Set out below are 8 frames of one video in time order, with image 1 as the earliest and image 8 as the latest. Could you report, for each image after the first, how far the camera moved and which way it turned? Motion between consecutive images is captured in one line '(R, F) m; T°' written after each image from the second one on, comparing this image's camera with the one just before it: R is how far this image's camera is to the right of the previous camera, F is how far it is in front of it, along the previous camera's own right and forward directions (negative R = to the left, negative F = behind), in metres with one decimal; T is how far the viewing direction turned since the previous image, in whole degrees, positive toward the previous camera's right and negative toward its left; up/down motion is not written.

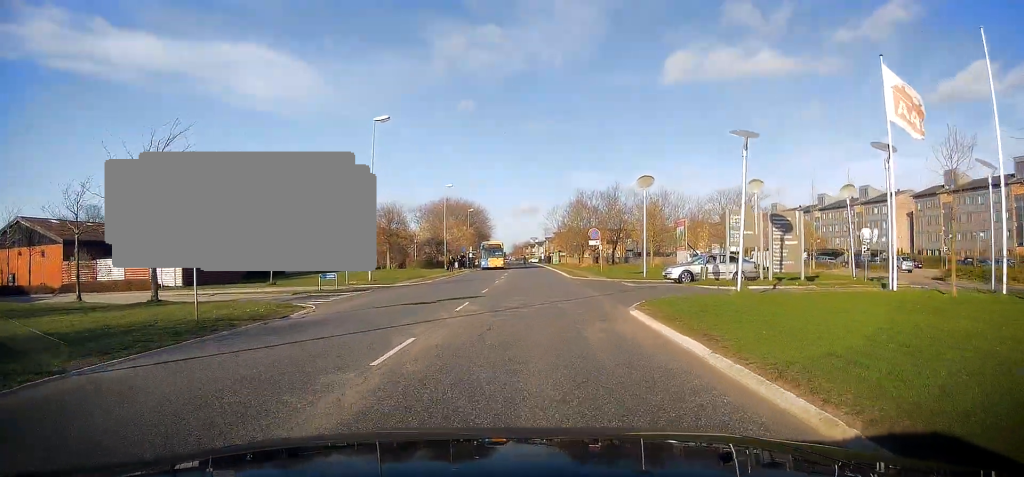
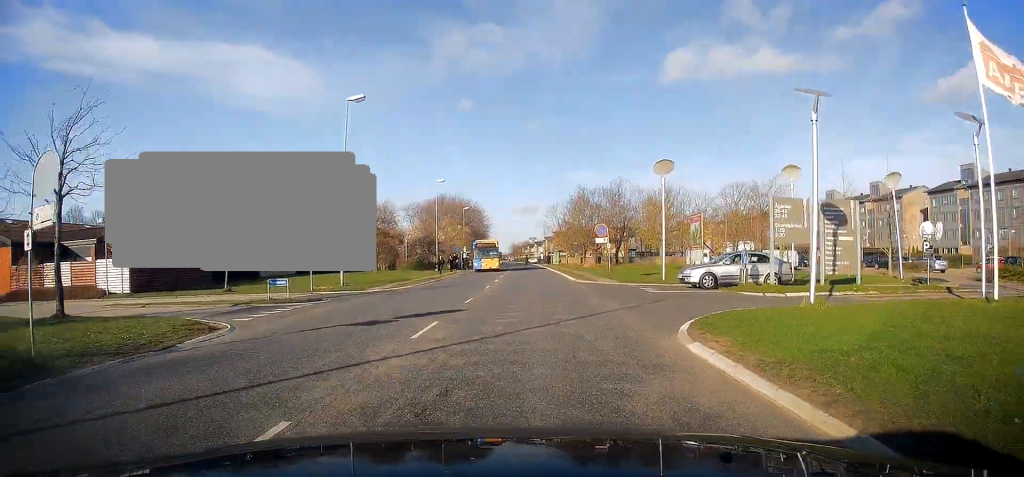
(+0.1, +5.4) m; 0°
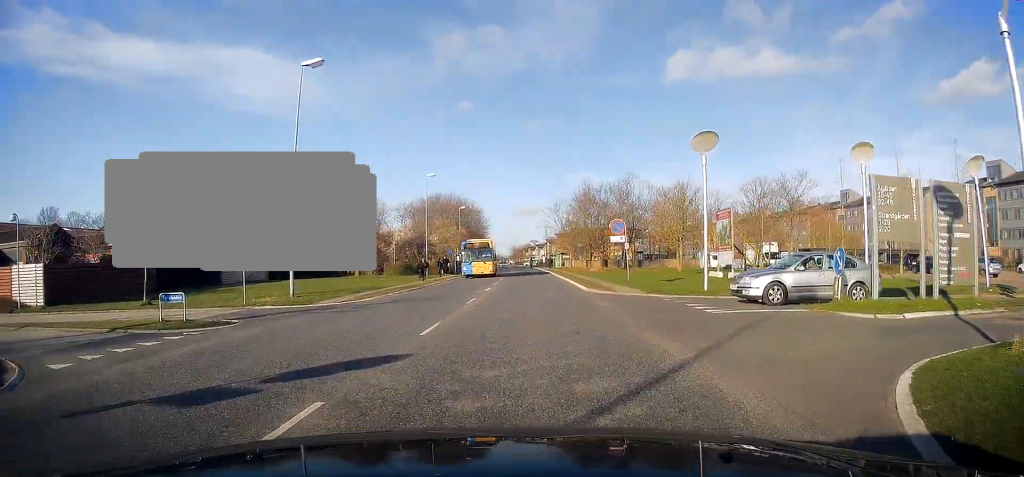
(-0.1, +7.1) m; -1°
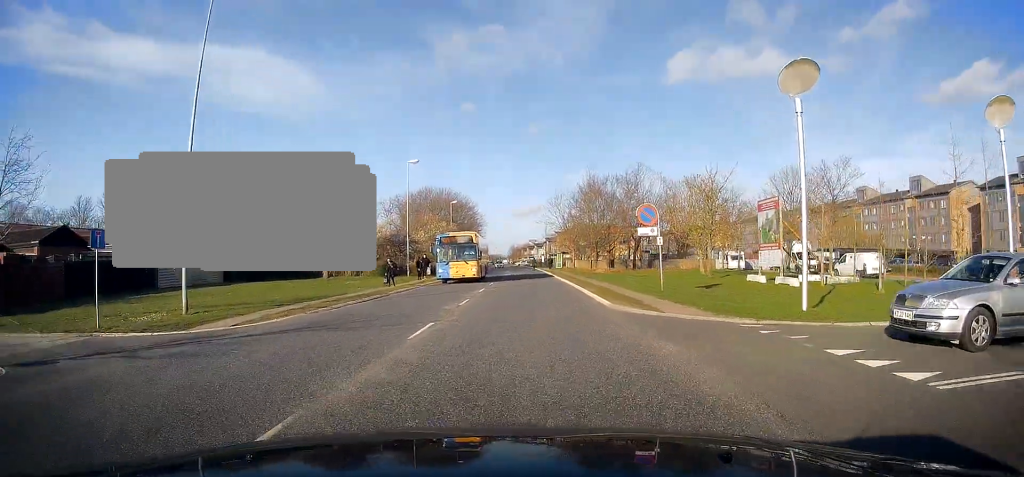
(0.0, +8.3) m; 0°
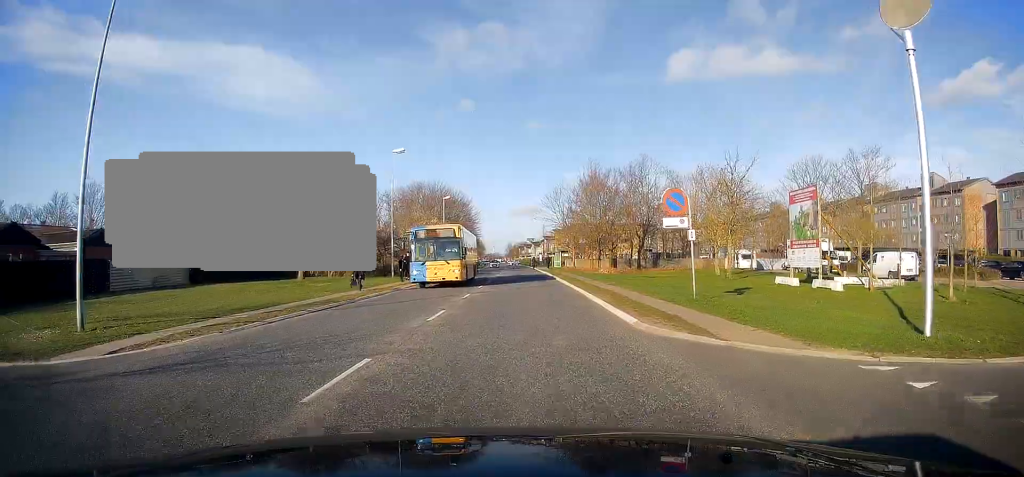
(0.0, +4.7) m; 0°
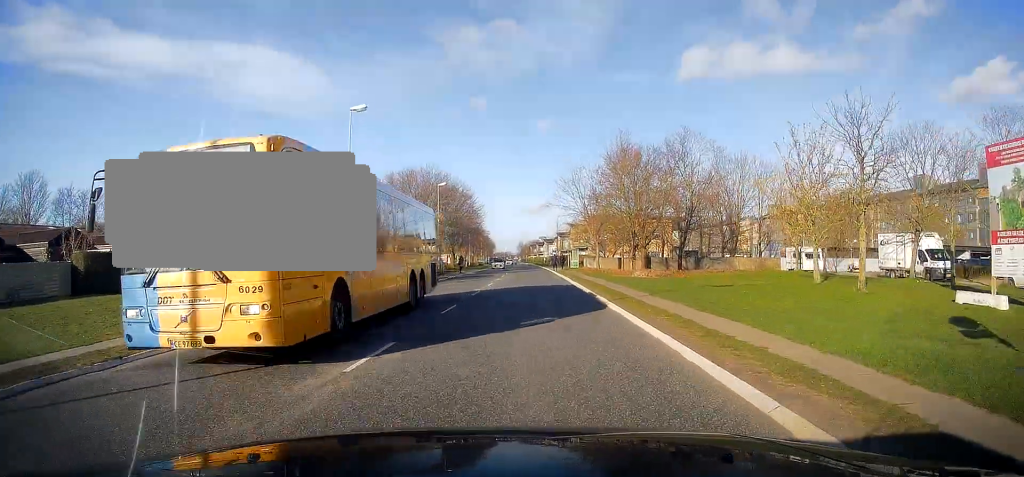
(0.0, +13.8) m; -1°
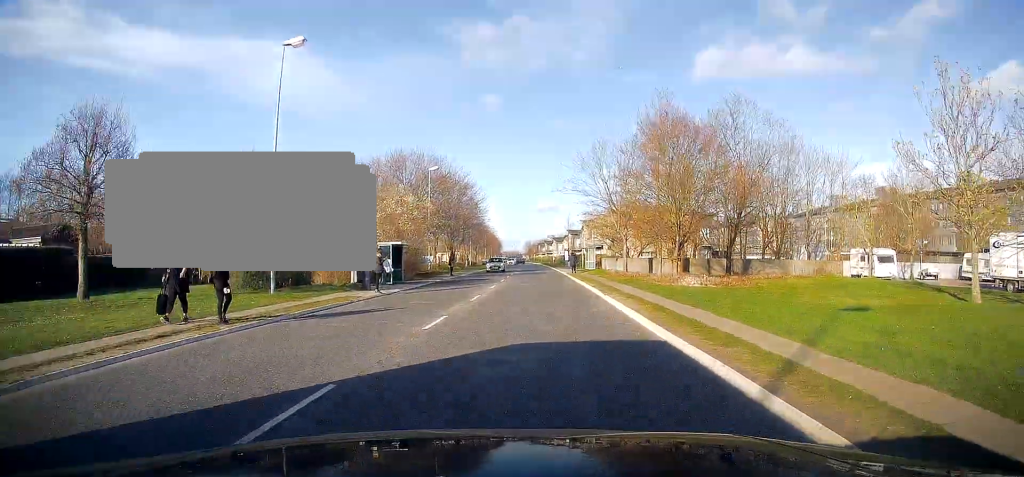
(-0.1, +11.3) m; -1°
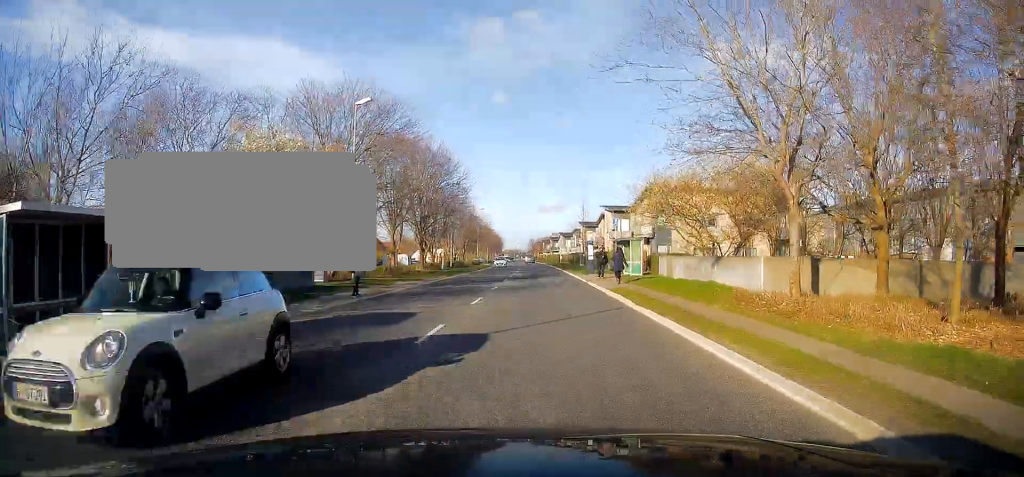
(+0.2, +25.0) m; +2°
